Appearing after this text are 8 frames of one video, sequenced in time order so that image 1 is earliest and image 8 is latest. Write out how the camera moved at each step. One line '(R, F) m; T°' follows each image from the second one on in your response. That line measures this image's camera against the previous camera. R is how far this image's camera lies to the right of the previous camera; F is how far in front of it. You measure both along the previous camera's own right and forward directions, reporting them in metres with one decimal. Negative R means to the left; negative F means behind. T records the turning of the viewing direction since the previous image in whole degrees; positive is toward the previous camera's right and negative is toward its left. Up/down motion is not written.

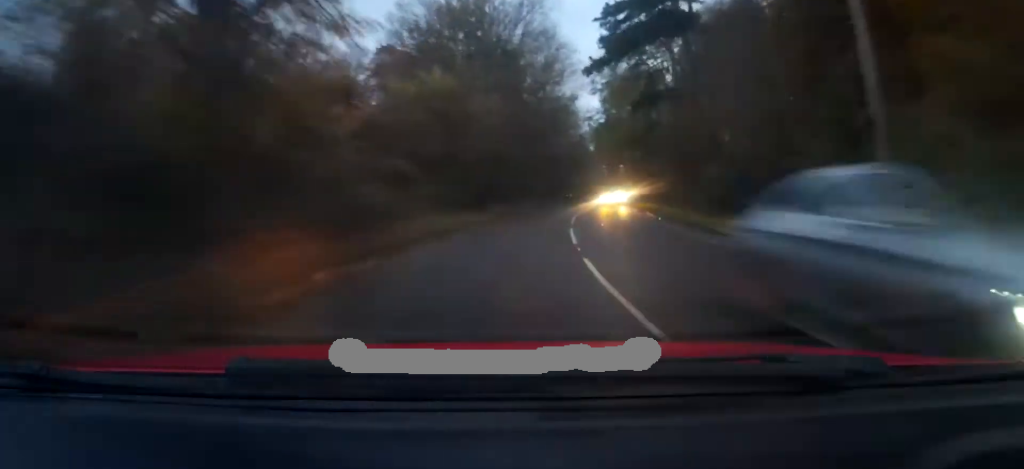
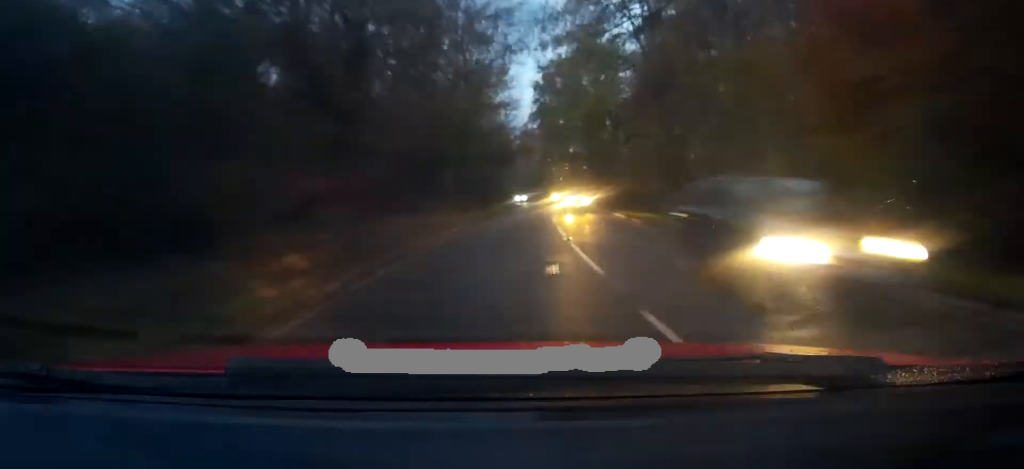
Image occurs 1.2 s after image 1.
(+2.9, +21.9) m; +10°
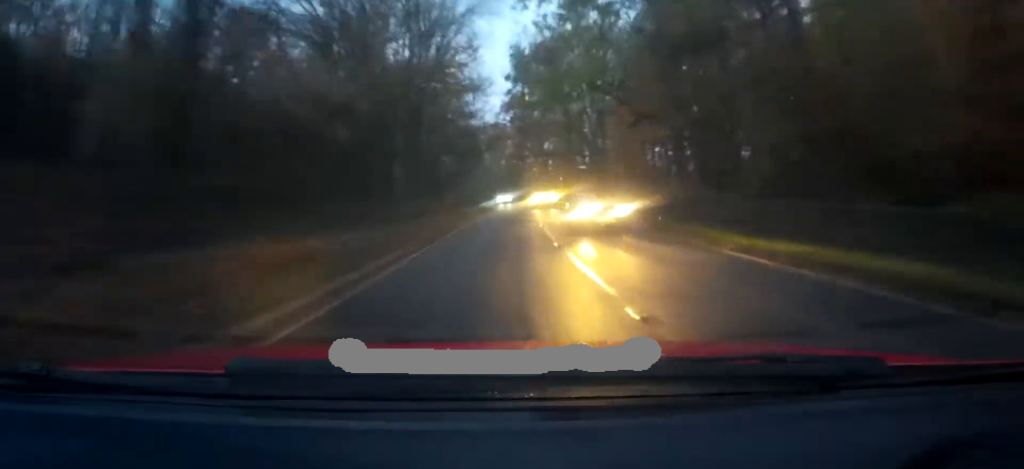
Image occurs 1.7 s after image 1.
(+0.2, +10.1) m; +2°
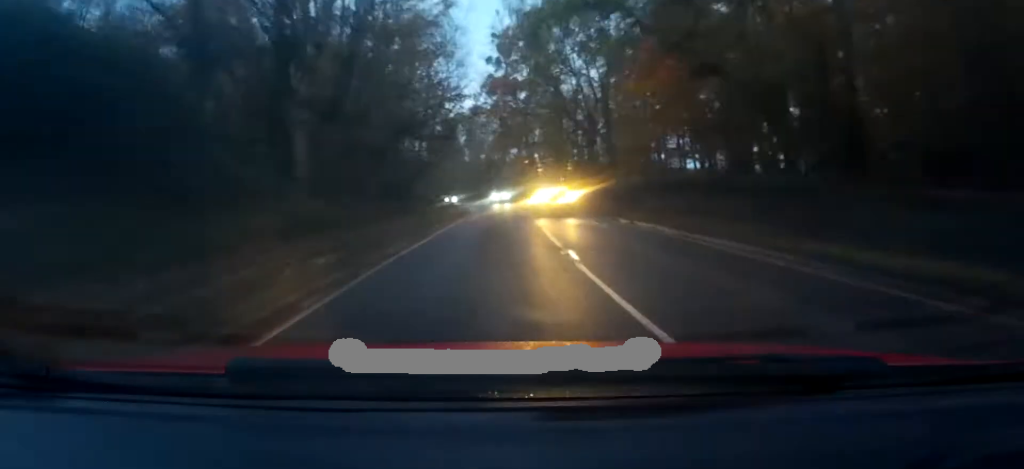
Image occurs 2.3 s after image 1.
(-0.1, +12.1) m; 0°
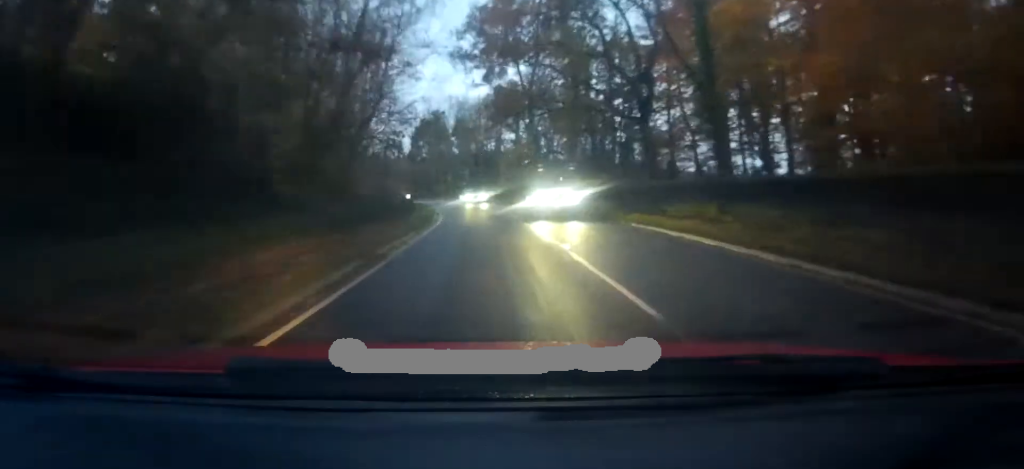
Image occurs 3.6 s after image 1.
(+0.3, +24.2) m; 0°
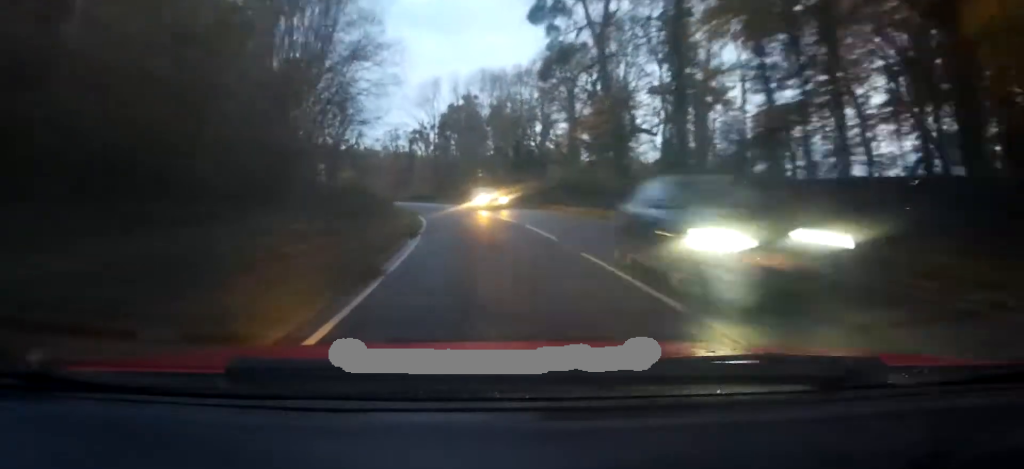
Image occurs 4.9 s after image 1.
(-0.1, +25.6) m; -2°
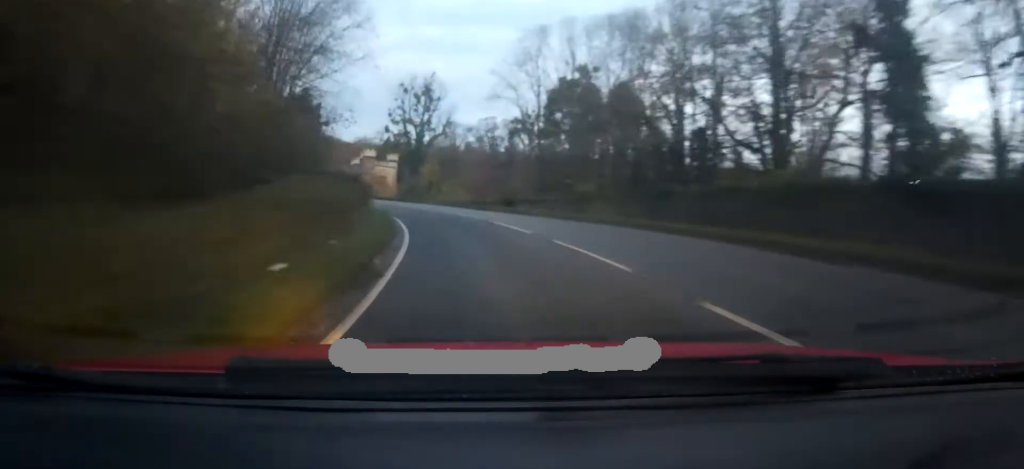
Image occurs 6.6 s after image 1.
(-1.3, +32.4) m; -7°
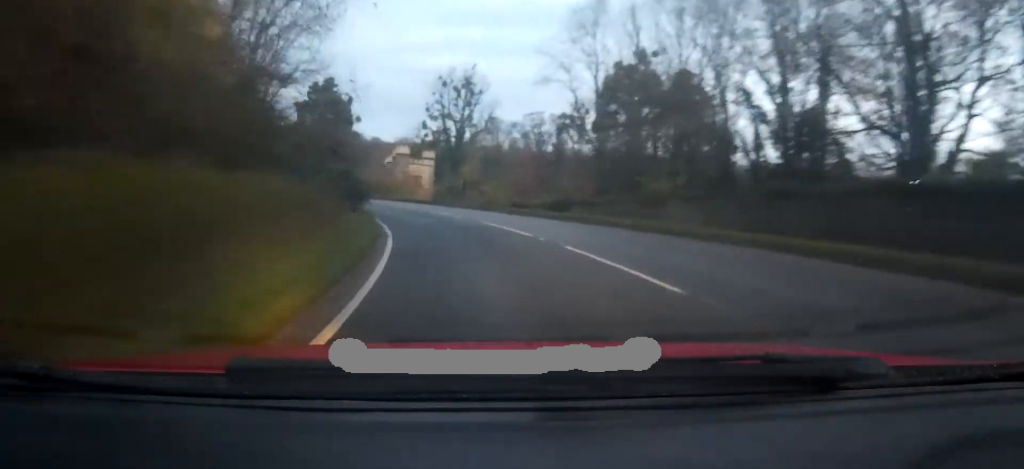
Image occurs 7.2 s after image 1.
(+0.5, +11.2) m; -7°
